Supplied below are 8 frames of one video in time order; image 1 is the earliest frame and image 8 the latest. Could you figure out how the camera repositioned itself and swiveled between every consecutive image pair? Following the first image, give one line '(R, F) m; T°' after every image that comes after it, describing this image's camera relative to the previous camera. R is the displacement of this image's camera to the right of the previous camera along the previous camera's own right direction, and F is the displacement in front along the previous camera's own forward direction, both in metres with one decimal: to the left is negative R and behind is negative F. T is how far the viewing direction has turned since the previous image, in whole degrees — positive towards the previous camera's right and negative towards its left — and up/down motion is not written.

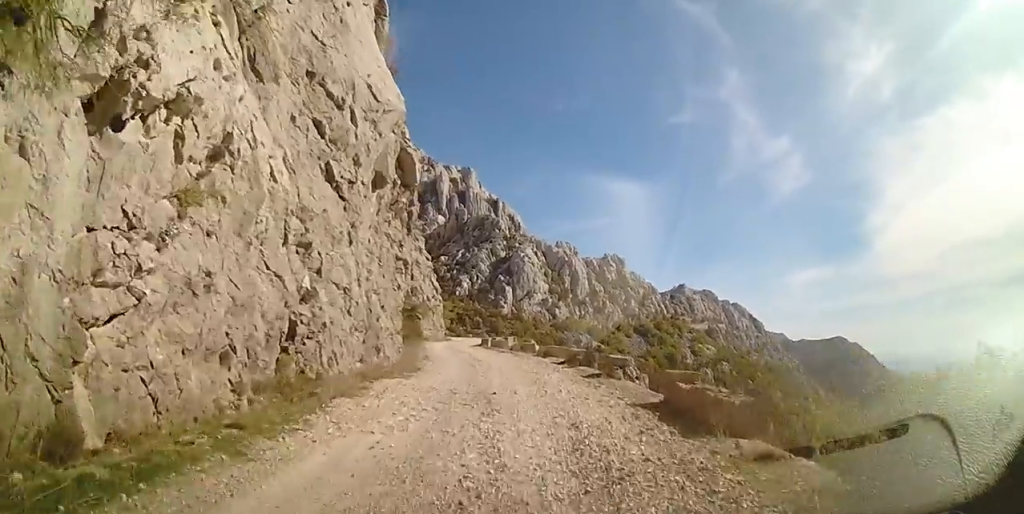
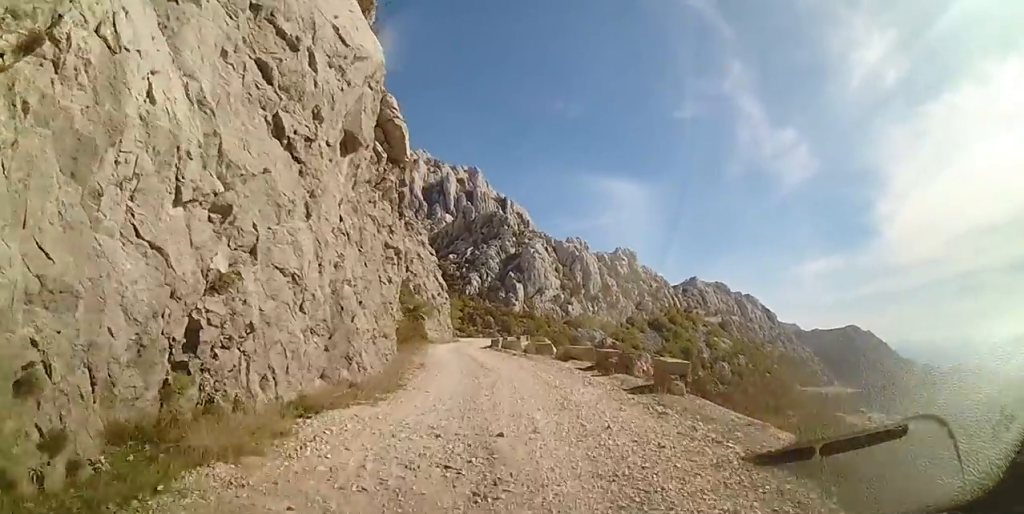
(-0.2, +4.2) m; -2°
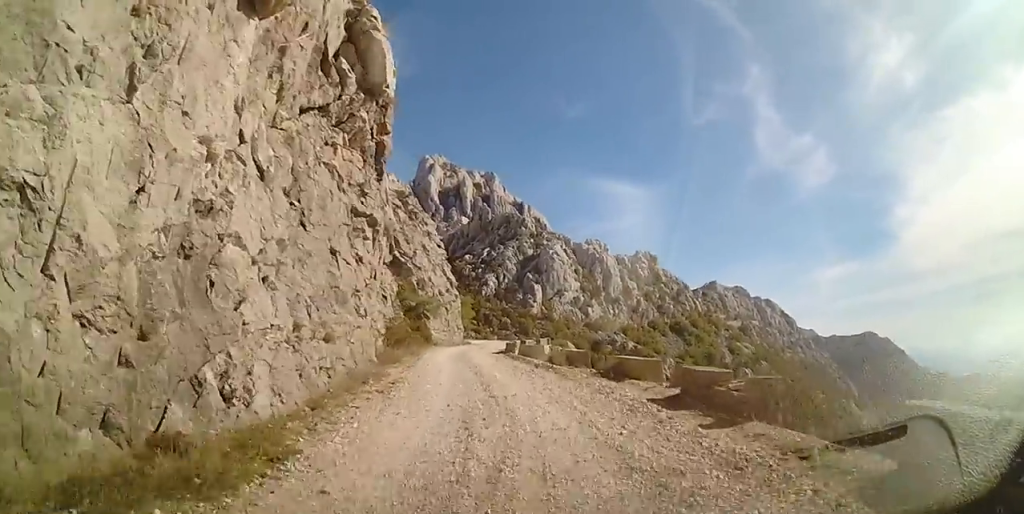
(-0.2, +7.1) m; -1°
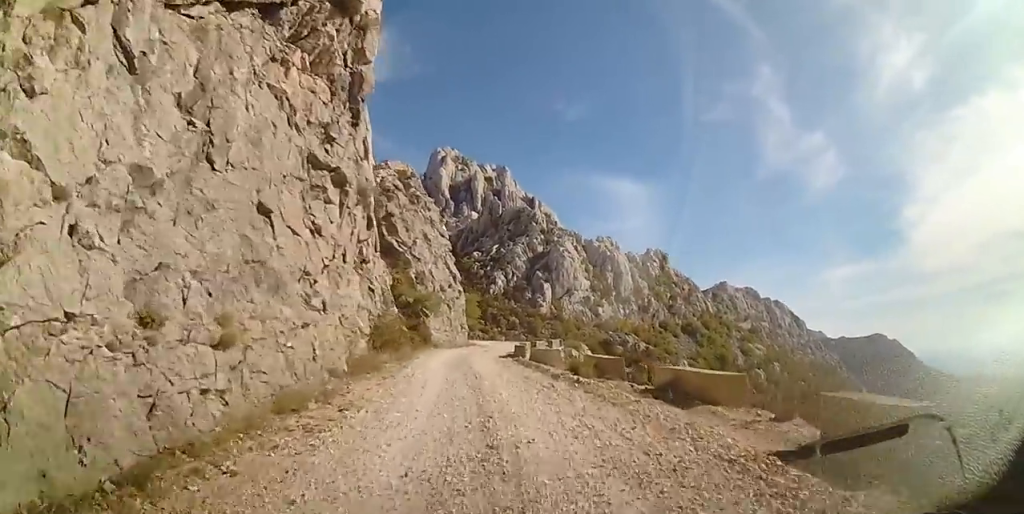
(0.0, +4.4) m; -1°
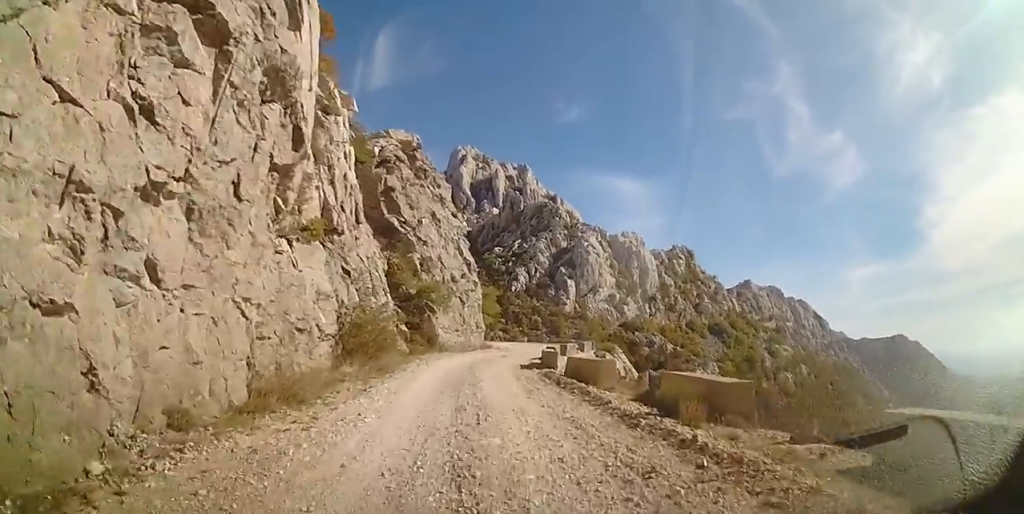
(-0.1, +6.8) m; -3°
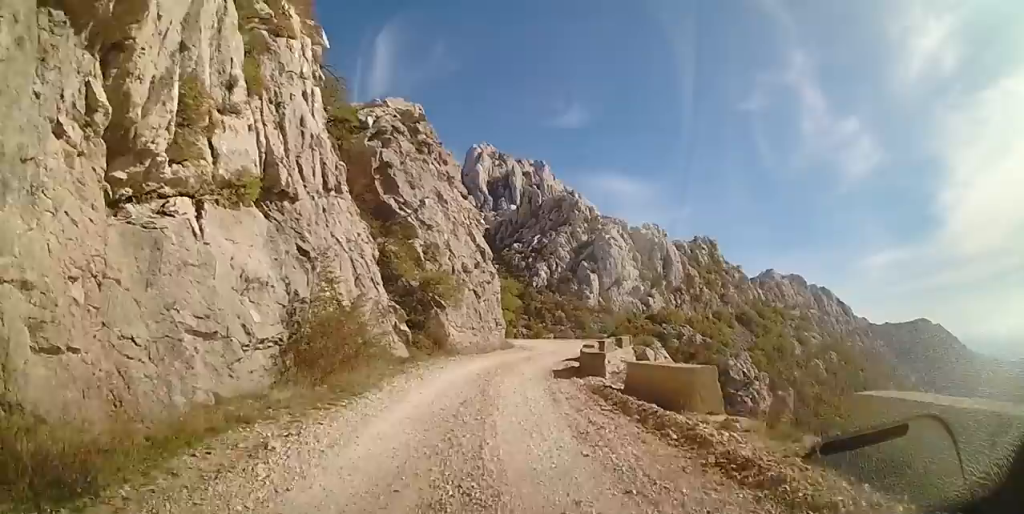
(-0.5, +5.2) m; 0°
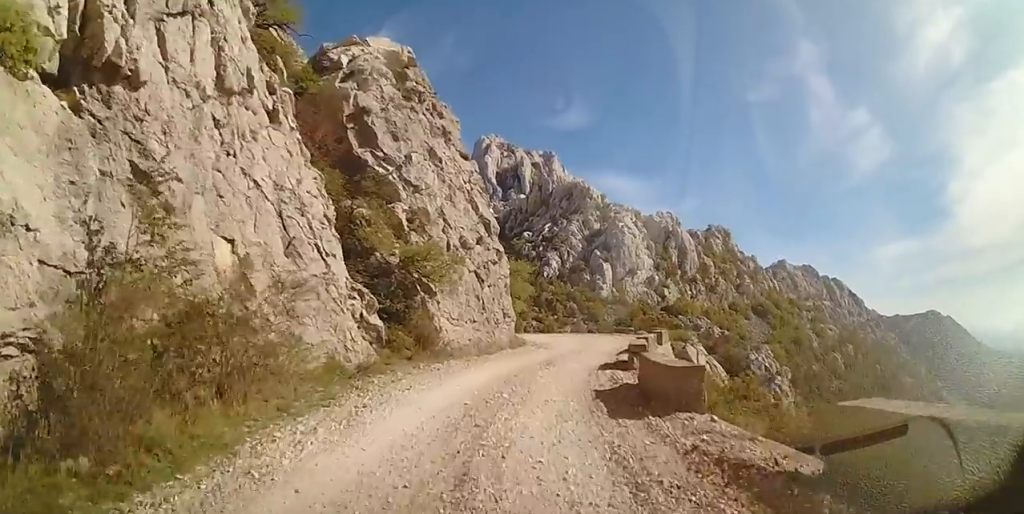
(+0.5, +6.3) m; 0°
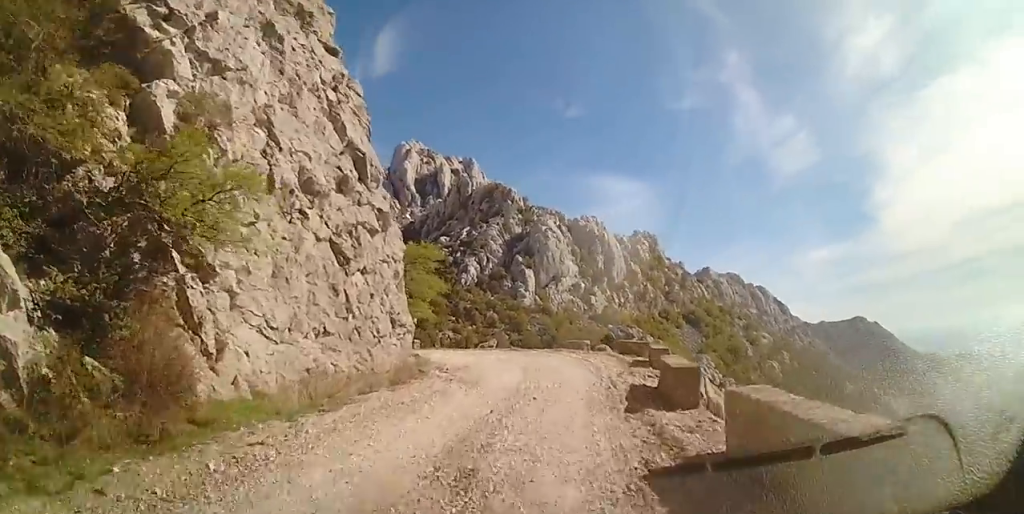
(-0.3, +10.9) m; +4°
